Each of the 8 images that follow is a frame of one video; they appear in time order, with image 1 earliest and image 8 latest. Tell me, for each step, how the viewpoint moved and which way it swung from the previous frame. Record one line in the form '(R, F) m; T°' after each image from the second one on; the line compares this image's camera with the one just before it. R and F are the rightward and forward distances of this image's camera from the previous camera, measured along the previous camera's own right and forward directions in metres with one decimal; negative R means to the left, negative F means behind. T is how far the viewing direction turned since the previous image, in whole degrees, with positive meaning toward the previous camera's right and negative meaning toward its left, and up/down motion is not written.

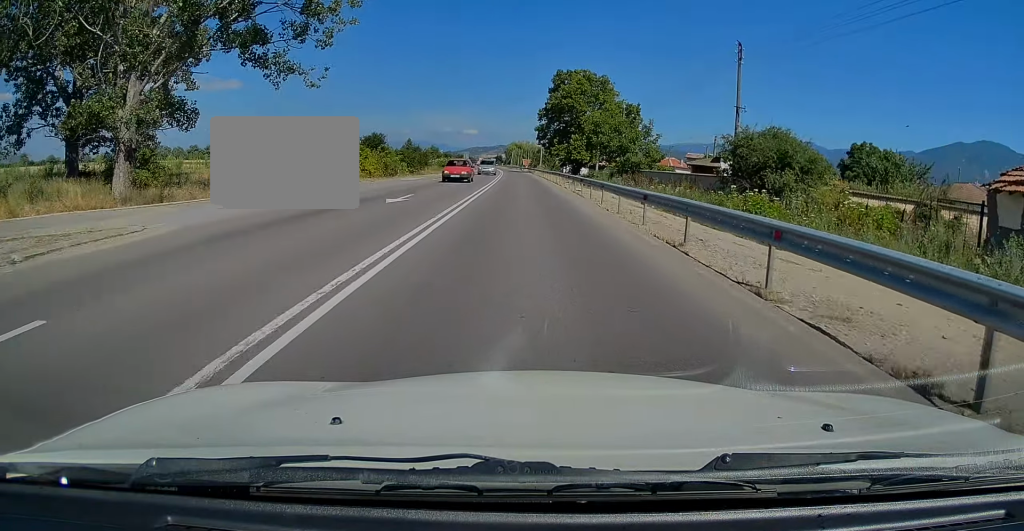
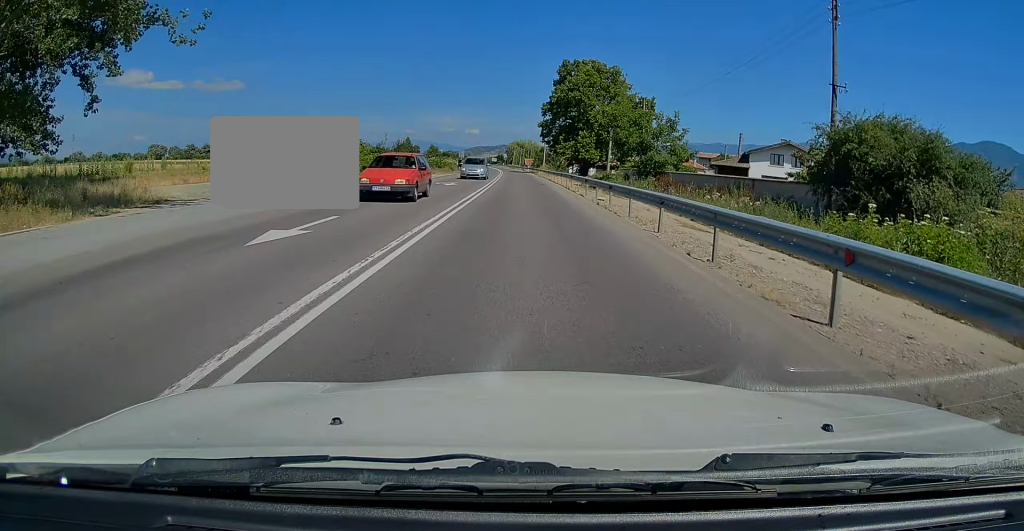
(+0.1, +9.8) m; 0°
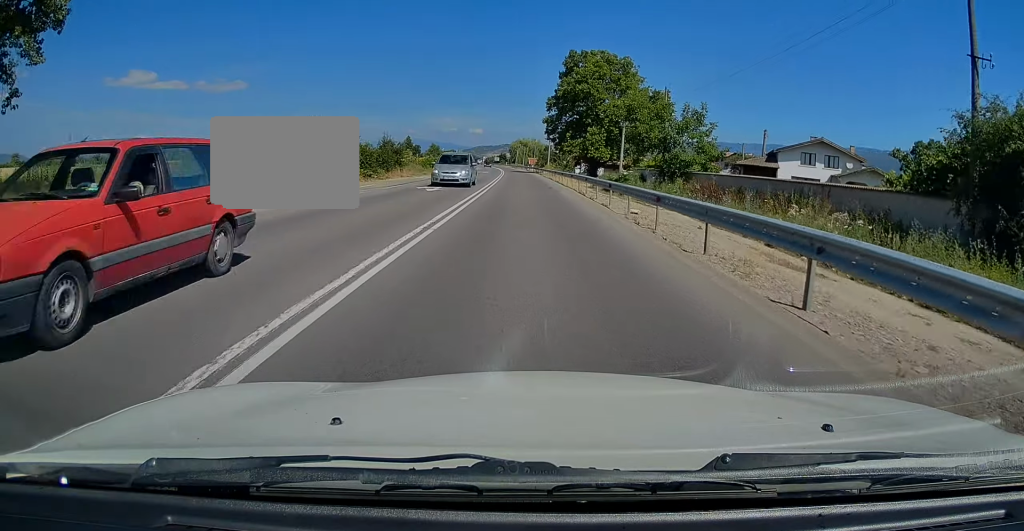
(0.0, +7.4) m; -1°
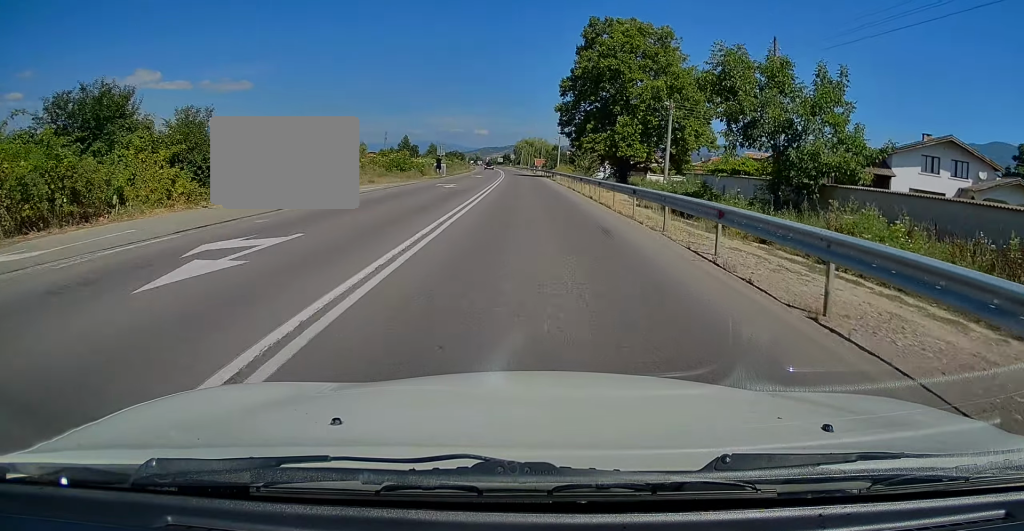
(-0.5, +20.2) m; -1°
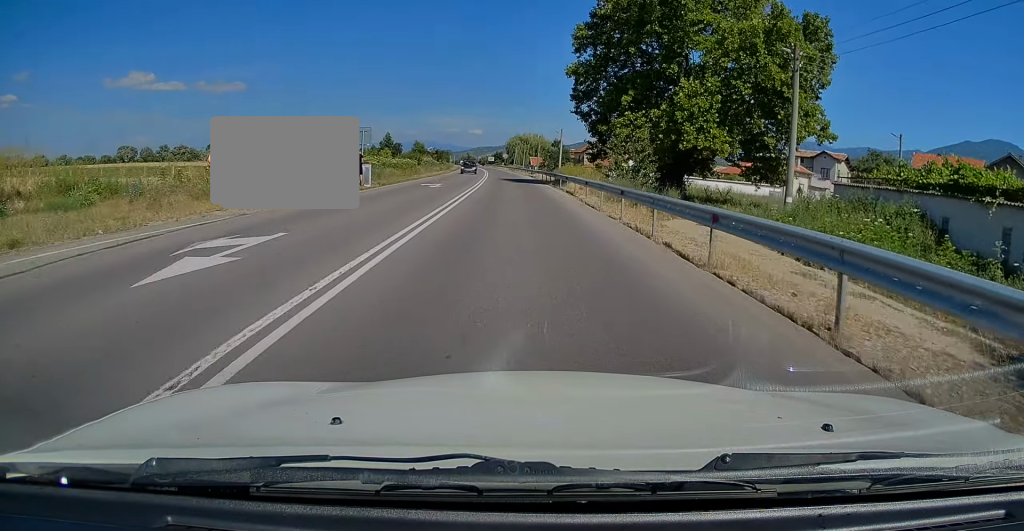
(+0.3, +24.8) m; 0°
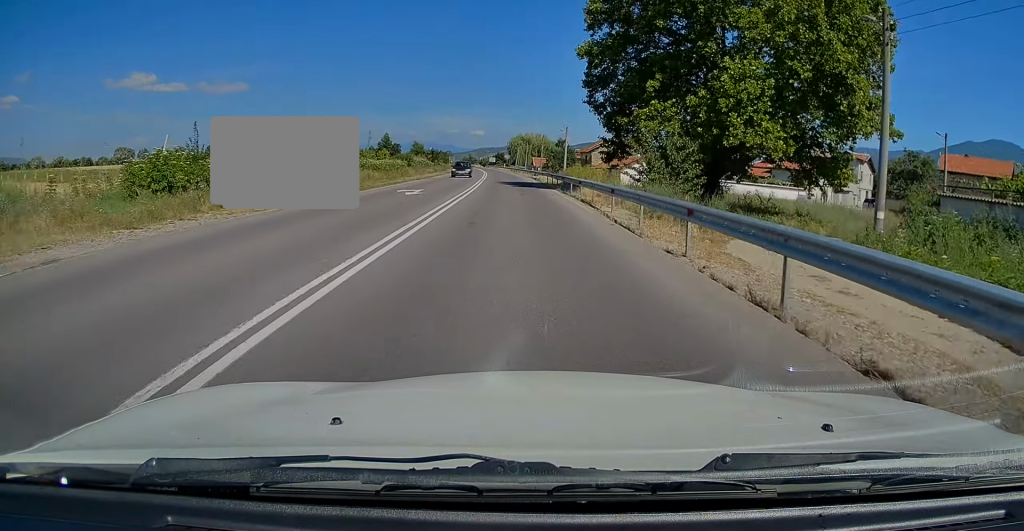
(0.0, +6.9) m; 0°
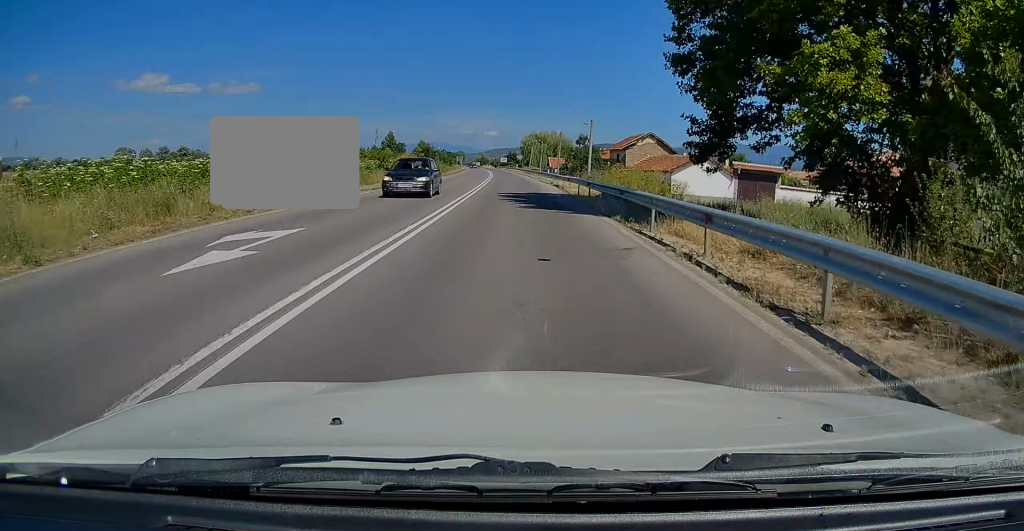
(-0.1, +16.9) m; 0°
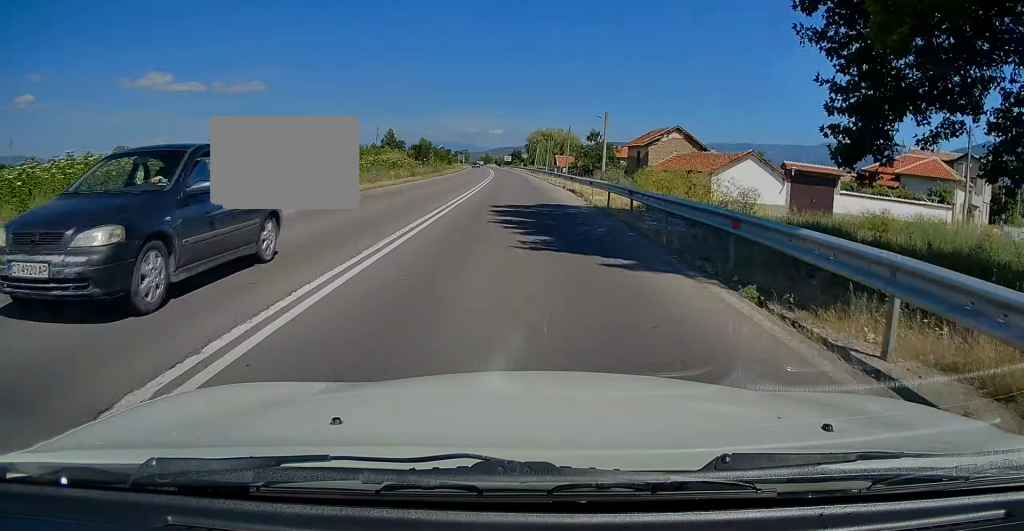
(0.0, +9.0) m; 0°
